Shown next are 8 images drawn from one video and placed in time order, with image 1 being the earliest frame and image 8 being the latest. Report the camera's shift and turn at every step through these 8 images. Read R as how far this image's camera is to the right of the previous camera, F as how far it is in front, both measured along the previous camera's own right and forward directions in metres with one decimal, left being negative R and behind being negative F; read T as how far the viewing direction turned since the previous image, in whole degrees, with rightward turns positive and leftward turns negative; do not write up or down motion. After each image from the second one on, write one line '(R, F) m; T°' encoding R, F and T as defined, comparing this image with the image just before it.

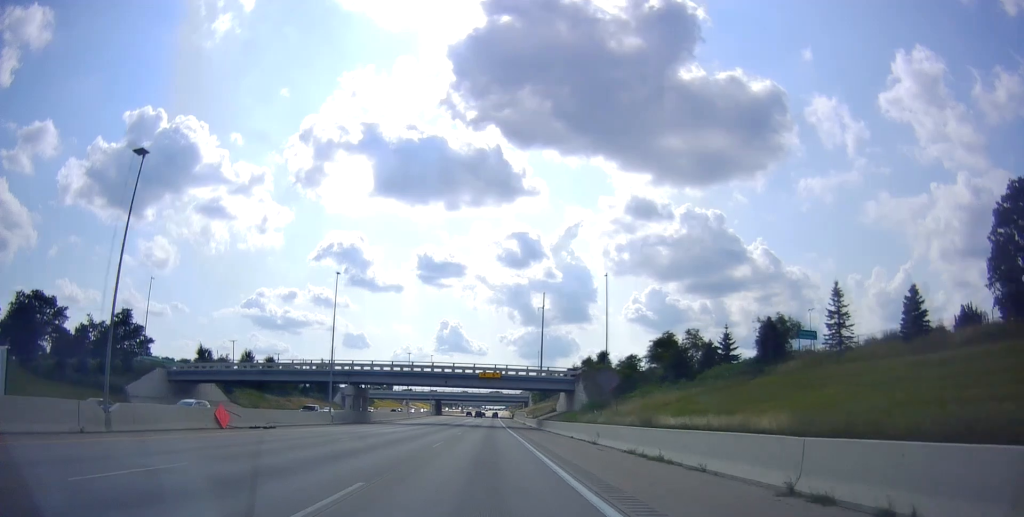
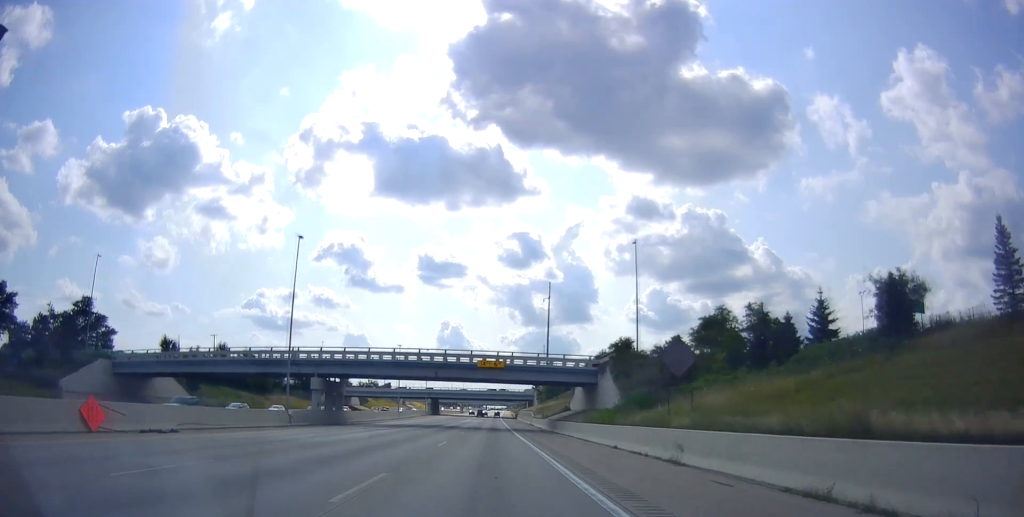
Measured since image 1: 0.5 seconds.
(0.0, +14.0) m; 0°
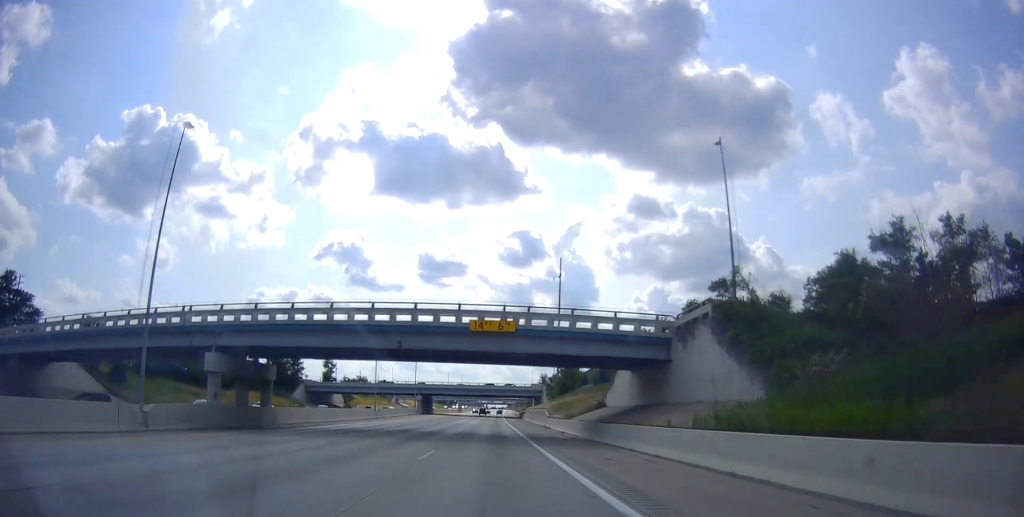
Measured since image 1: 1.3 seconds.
(0.0, +22.5) m; 0°
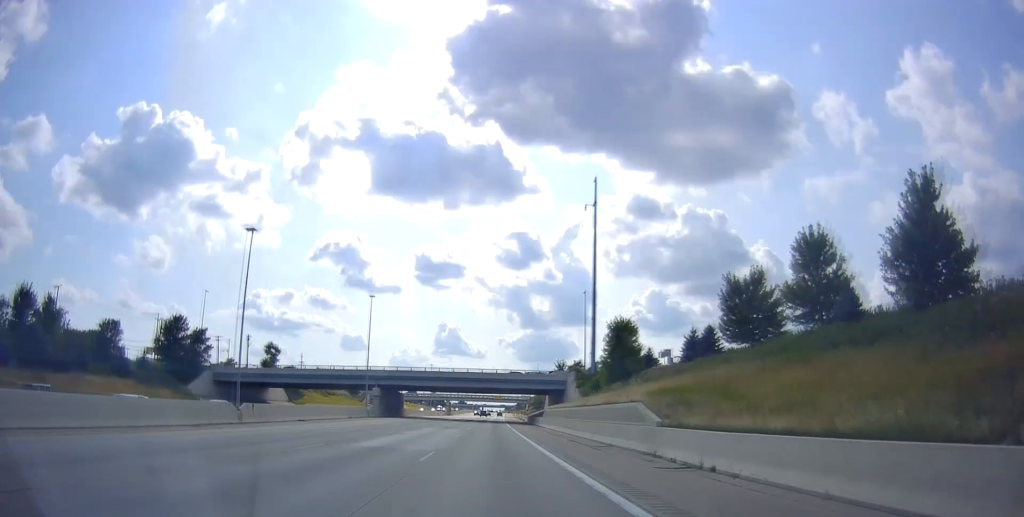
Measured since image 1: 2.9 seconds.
(-0.6, +46.6) m; -1°
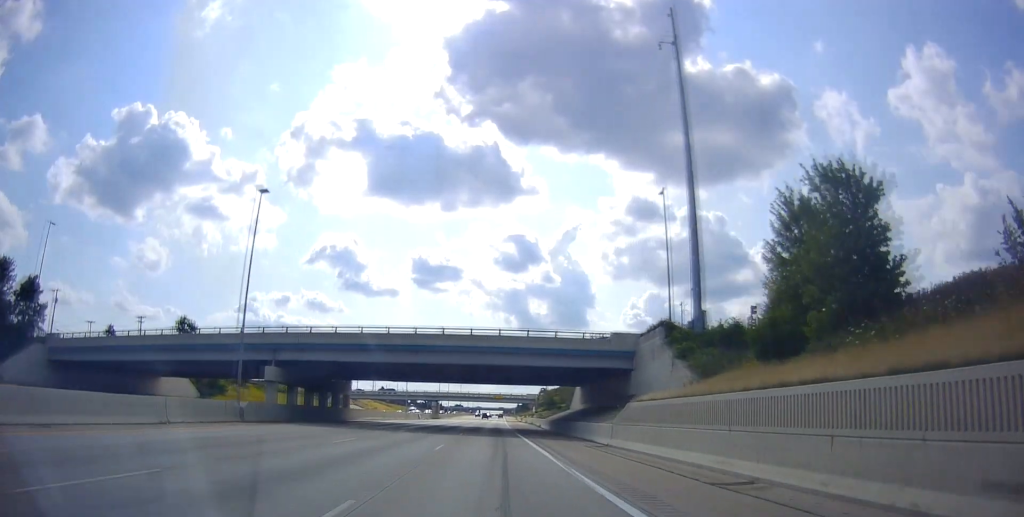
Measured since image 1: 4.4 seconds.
(+0.9, +40.9) m; +2°
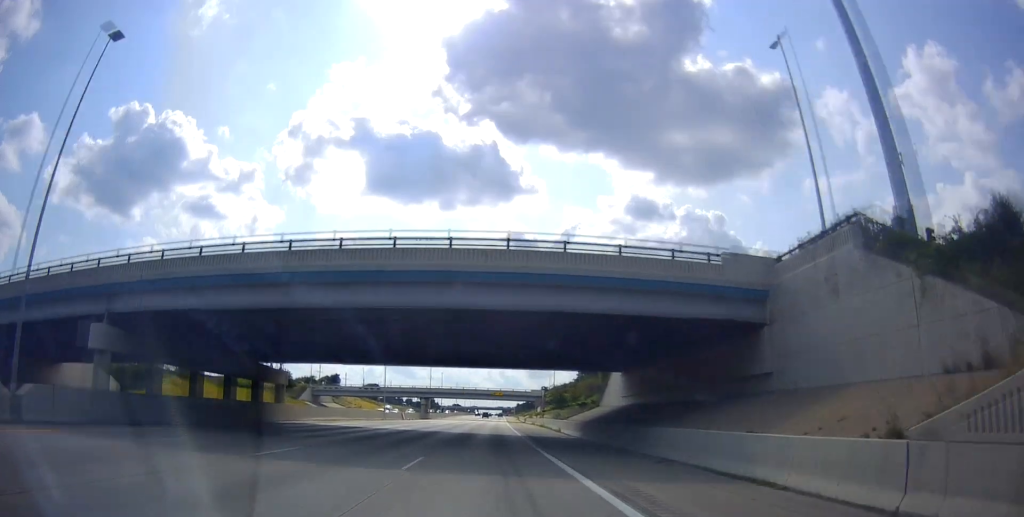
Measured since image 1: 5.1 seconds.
(-0.4, +22.0) m; -1°
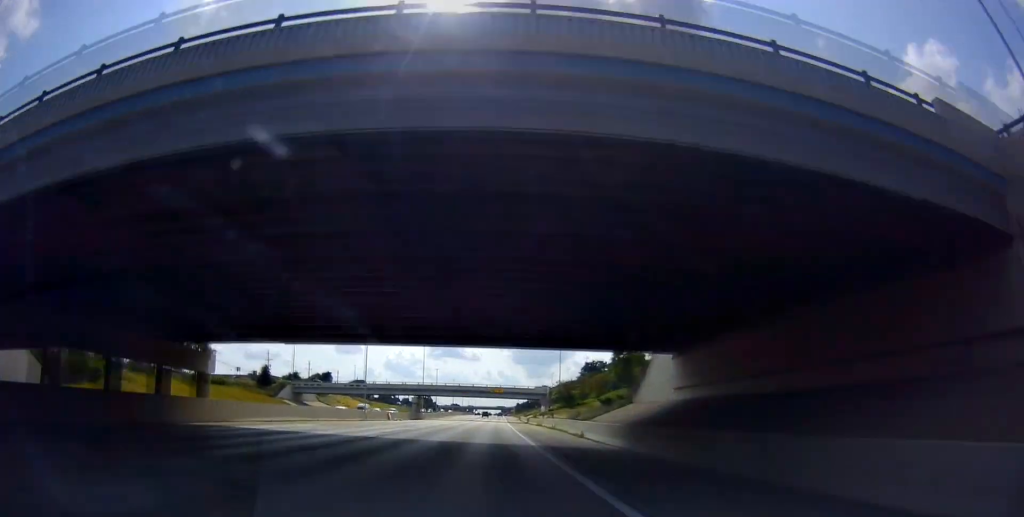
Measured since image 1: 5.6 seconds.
(-0.1, +13.4) m; 0°
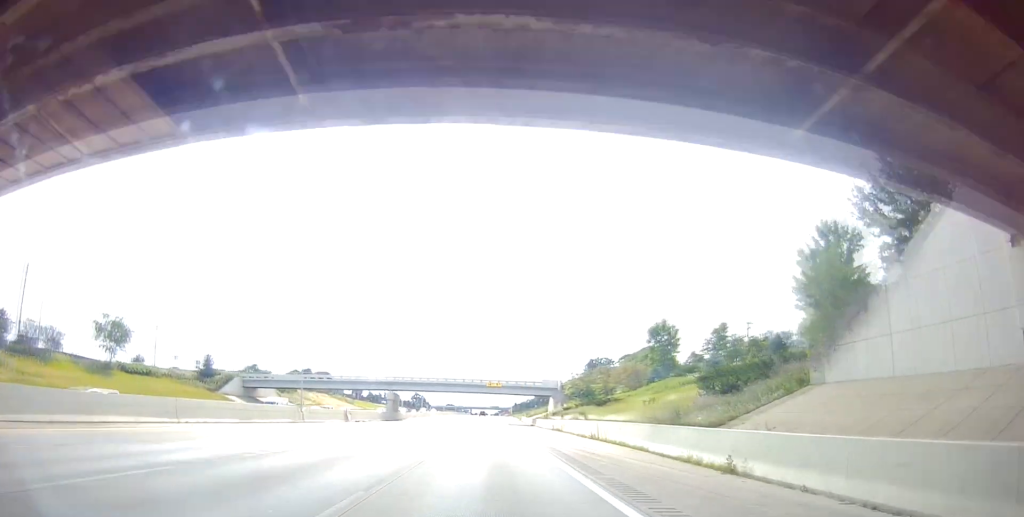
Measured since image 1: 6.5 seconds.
(0.0, +24.9) m; 0°
